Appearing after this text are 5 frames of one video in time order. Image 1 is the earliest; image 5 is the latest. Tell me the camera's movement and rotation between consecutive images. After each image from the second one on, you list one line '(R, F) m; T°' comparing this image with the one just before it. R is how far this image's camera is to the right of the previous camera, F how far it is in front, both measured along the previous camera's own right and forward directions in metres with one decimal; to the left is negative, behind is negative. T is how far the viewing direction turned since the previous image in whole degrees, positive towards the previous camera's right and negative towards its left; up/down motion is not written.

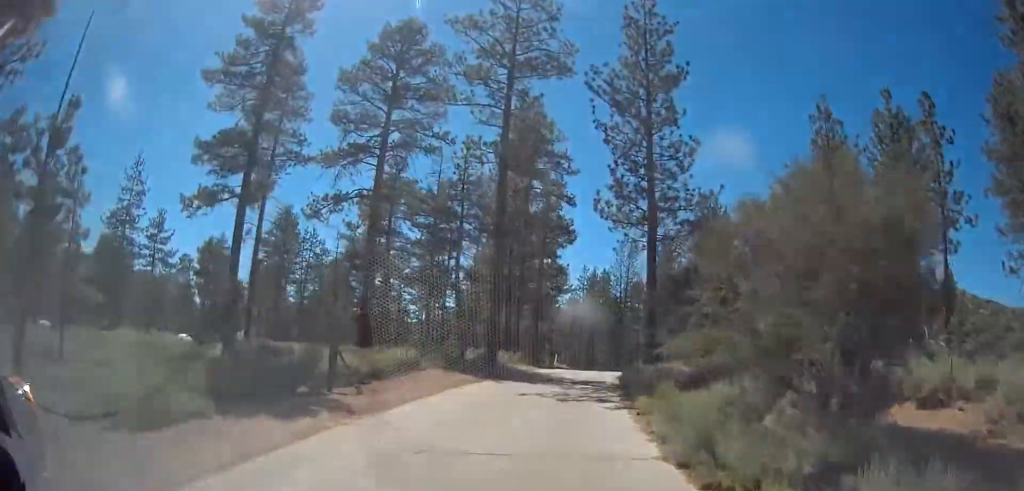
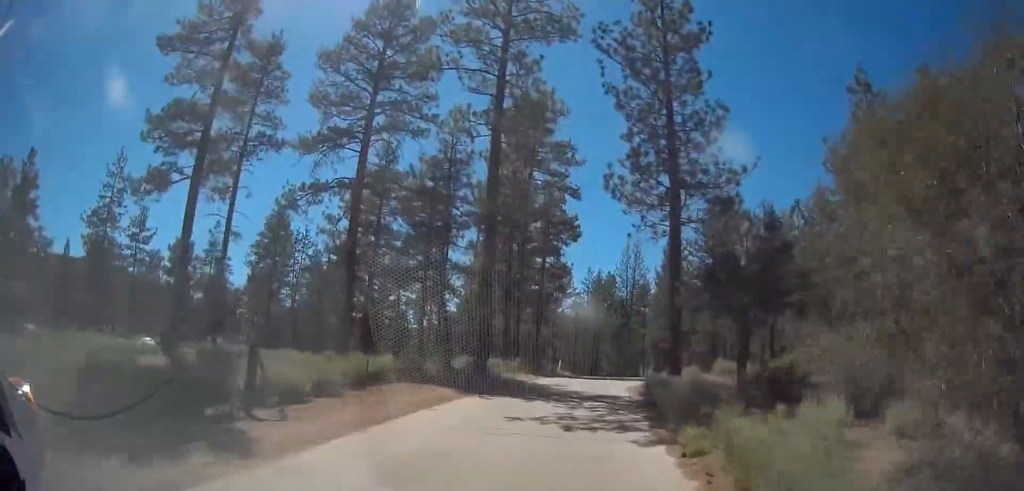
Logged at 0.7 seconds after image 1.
(-0.1, +4.7) m; 0°
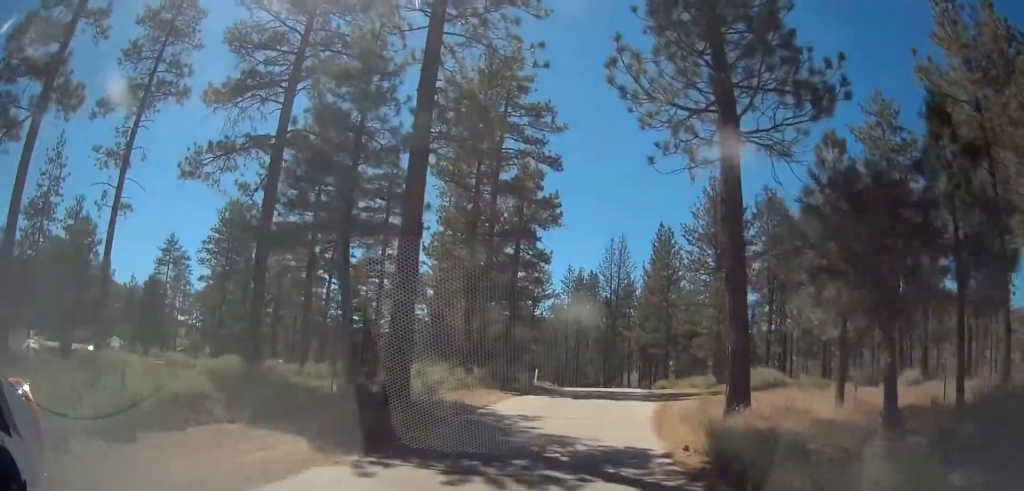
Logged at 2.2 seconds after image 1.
(+0.2, +9.5) m; +4°
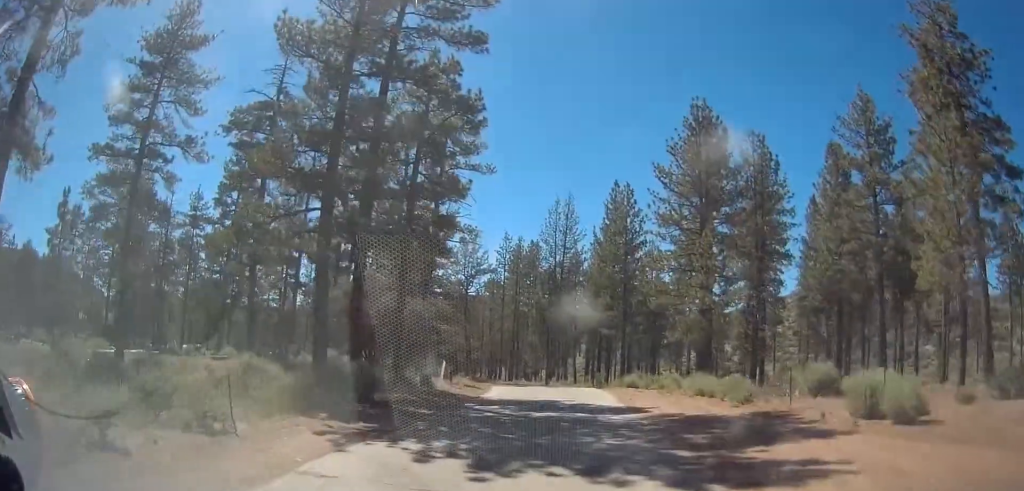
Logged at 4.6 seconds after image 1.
(+1.5, +15.4) m; +9°
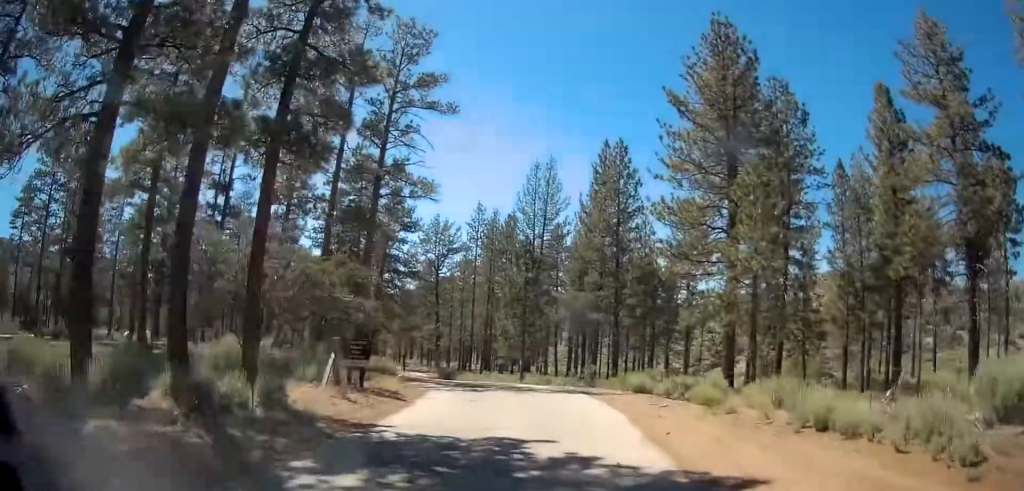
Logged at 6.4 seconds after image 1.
(0.0, +11.7) m; -2°
